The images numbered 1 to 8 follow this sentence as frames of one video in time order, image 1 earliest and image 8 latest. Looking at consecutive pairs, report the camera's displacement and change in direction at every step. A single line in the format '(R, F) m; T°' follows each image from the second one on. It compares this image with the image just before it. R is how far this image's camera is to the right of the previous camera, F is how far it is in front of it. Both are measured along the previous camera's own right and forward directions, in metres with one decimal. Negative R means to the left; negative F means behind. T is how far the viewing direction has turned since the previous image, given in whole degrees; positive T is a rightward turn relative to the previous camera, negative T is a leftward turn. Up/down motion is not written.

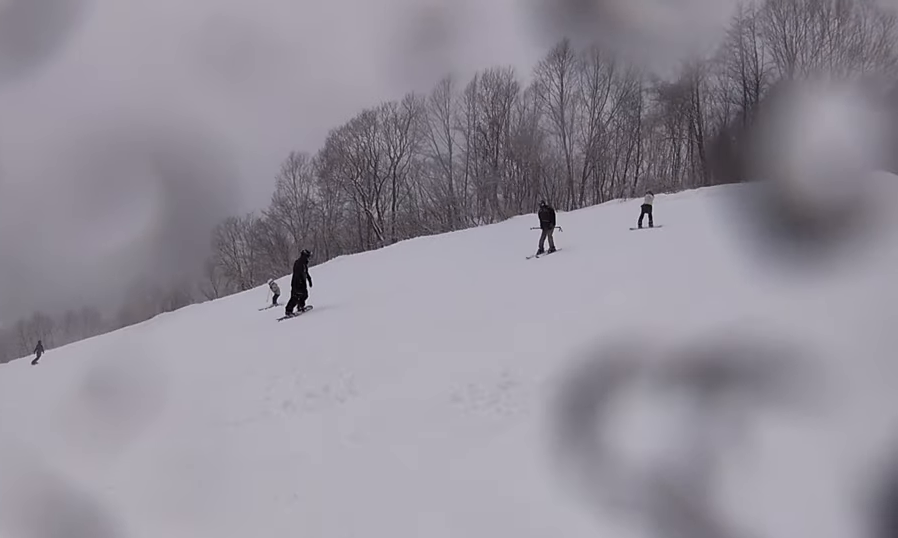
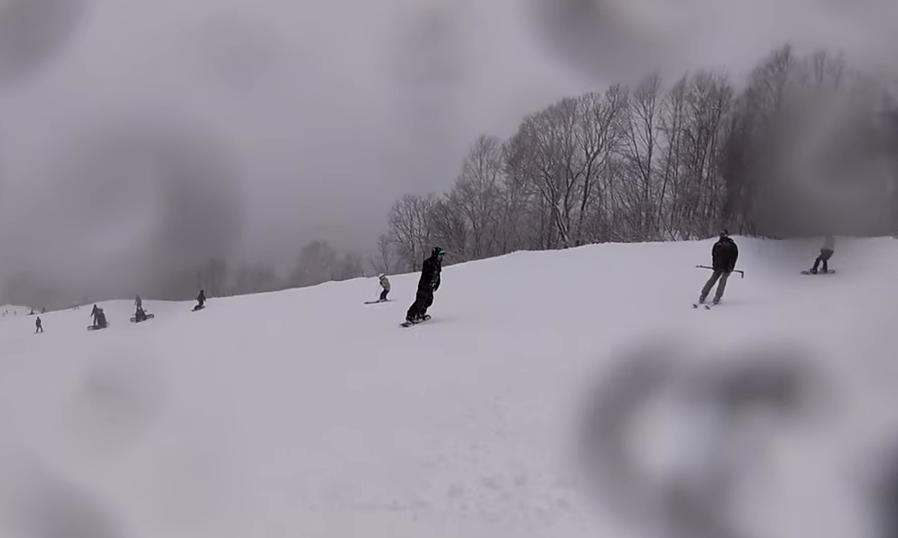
(-0.9, +1.9) m; -18°
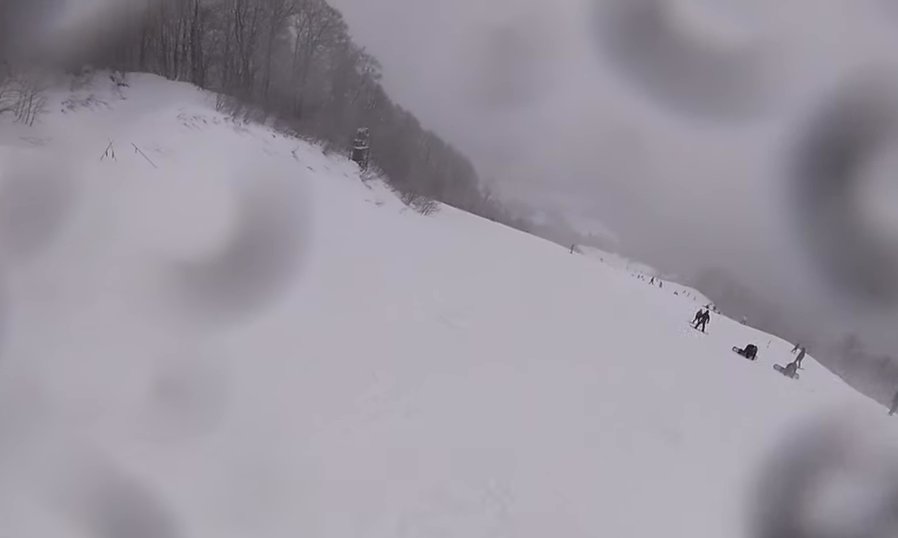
(-1.5, +4.9) m; -20°
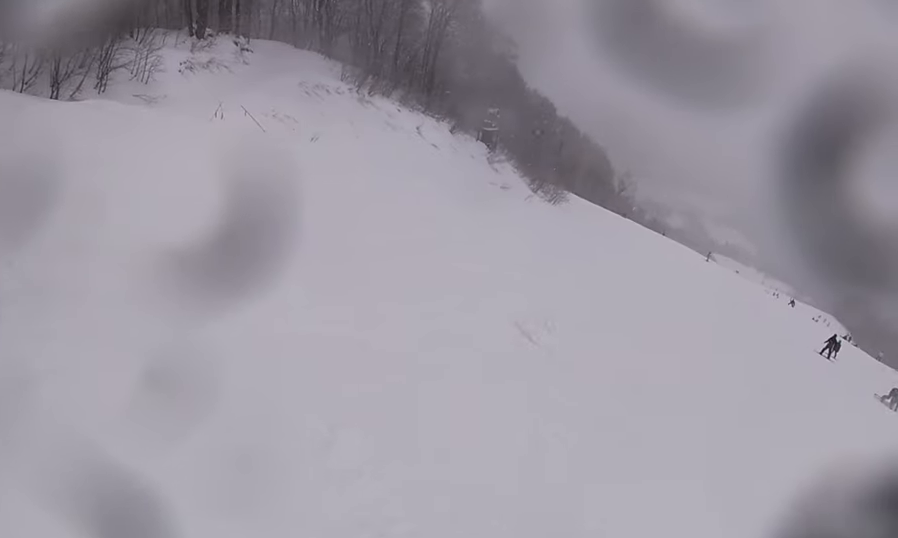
(0.0, +2.0) m; -4°
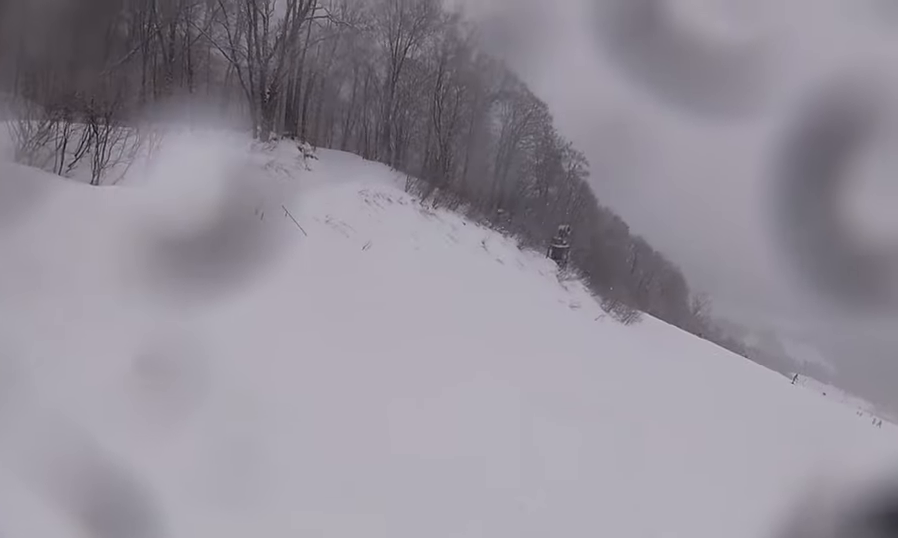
(+0.2, +3.7) m; -13°
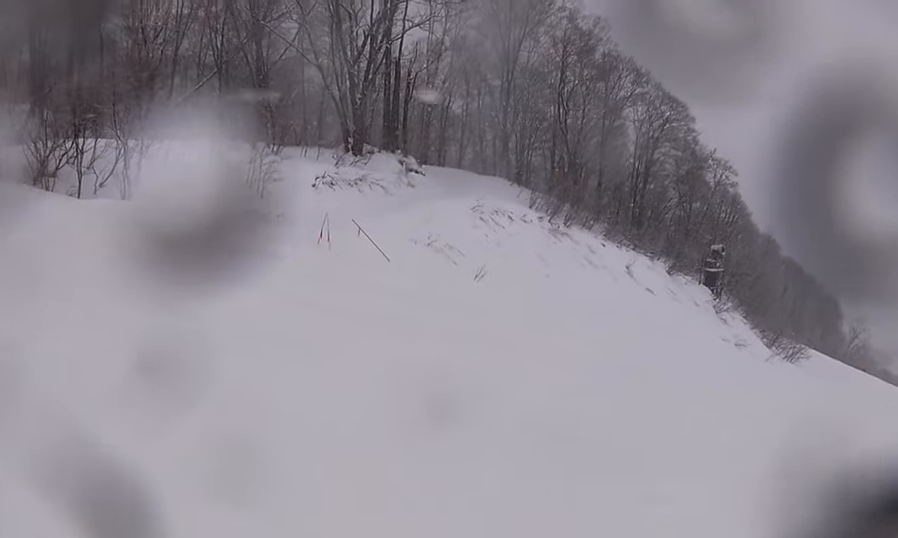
(-0.9, +6.3) m; +17°
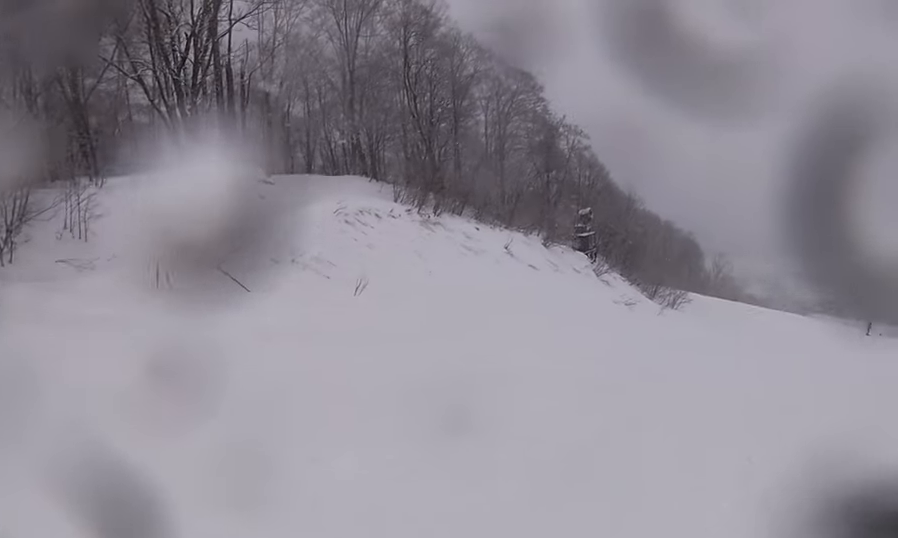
(+0.4, +2.6) m; +32°
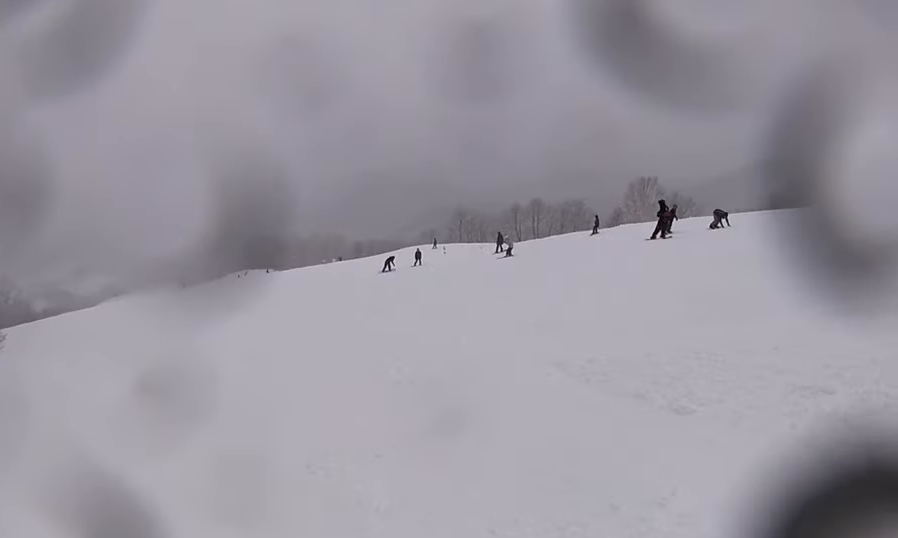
(+3.1, +6.0) m; +37°
